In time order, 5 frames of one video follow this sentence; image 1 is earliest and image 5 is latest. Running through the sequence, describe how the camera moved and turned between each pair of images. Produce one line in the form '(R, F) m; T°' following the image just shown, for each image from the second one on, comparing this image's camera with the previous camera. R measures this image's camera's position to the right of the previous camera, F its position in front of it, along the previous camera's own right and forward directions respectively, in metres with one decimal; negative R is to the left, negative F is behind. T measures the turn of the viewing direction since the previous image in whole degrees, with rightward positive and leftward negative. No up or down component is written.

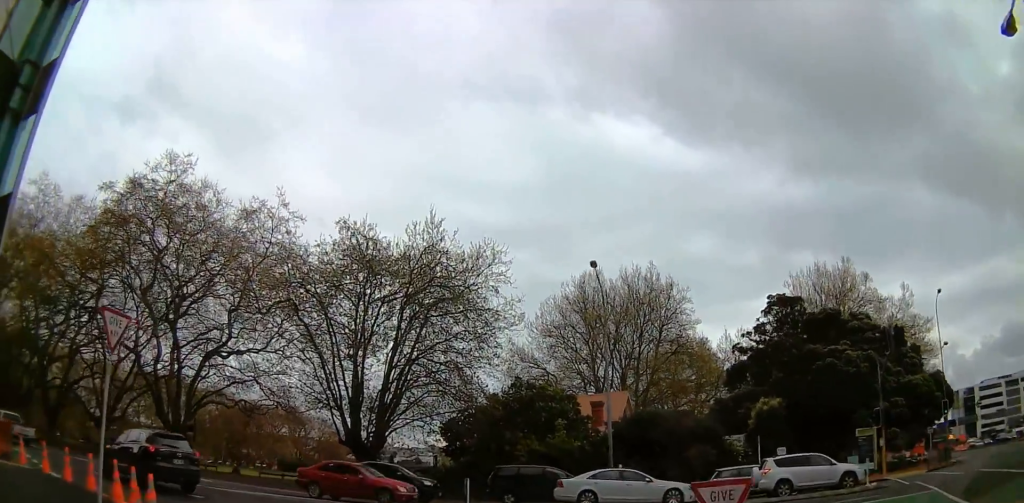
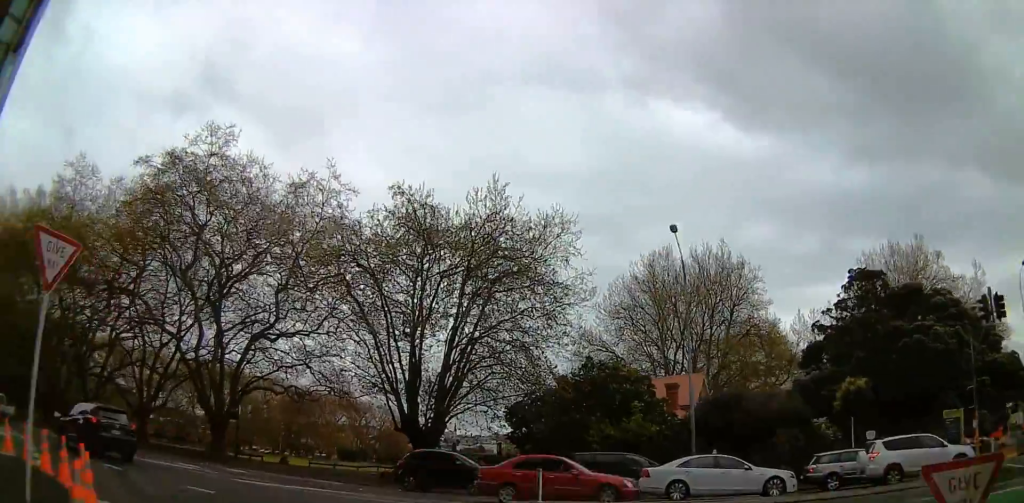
(-0.1, +3.4) m; +1°
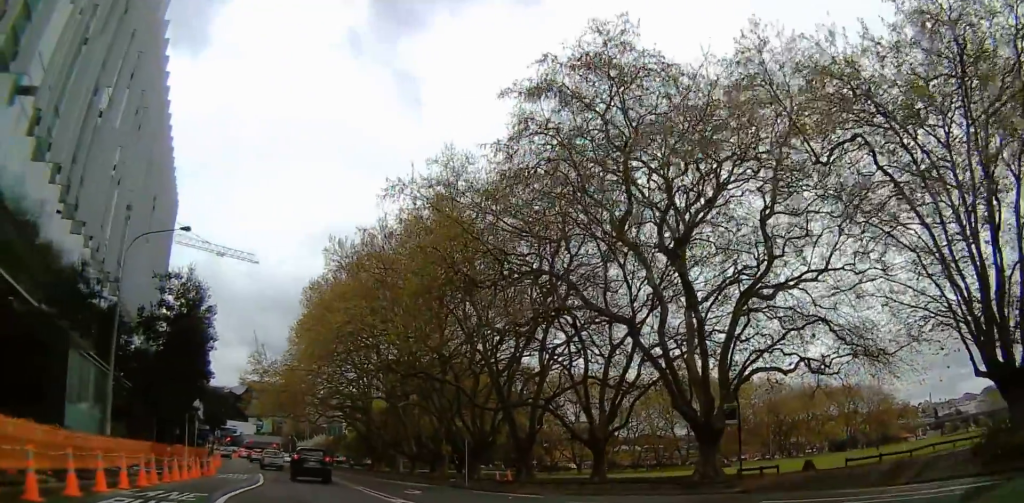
(-1.5, +14.2) m; -28°
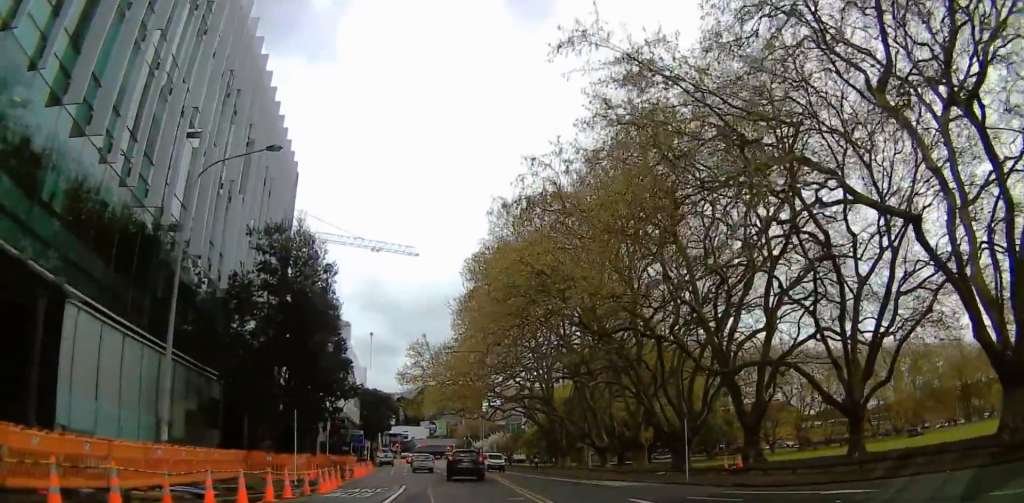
(-1.8, +8.8) m; -19°
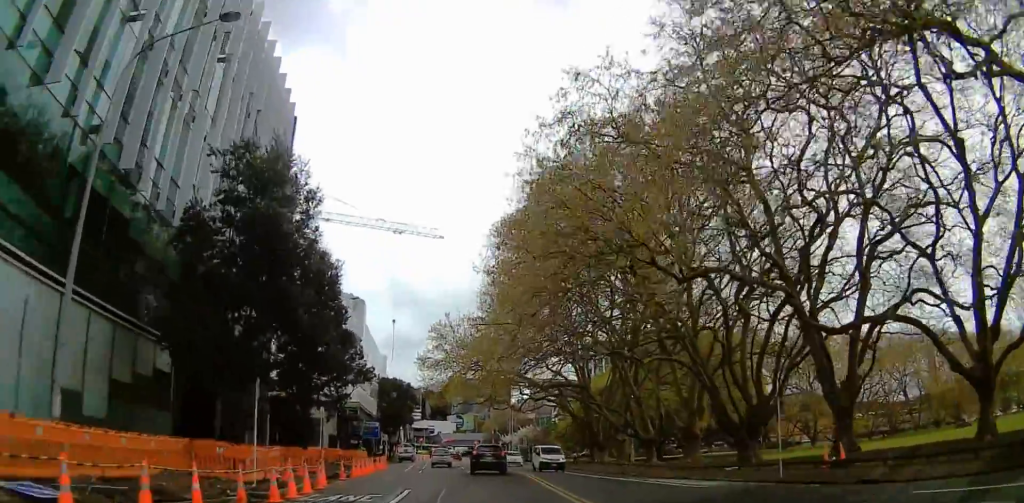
(-0.4, +5.9) m; -9°
